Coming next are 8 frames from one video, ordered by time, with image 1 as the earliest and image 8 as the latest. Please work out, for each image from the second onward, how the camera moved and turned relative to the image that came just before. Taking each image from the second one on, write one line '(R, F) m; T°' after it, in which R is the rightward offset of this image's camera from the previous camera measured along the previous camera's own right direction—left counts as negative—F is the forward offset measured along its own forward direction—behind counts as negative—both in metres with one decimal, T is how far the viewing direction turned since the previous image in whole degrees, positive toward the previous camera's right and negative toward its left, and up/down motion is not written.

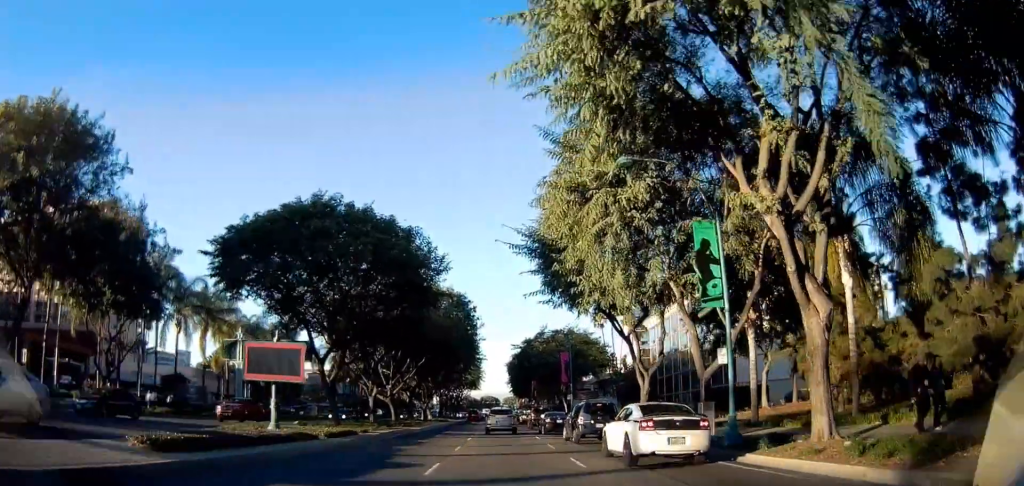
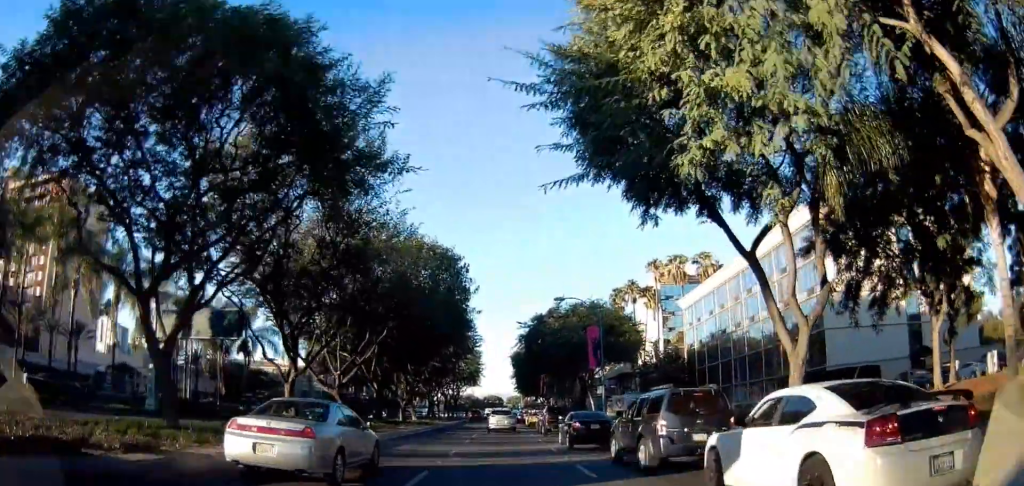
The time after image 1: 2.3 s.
(-1.2, +16.5) m; -4°
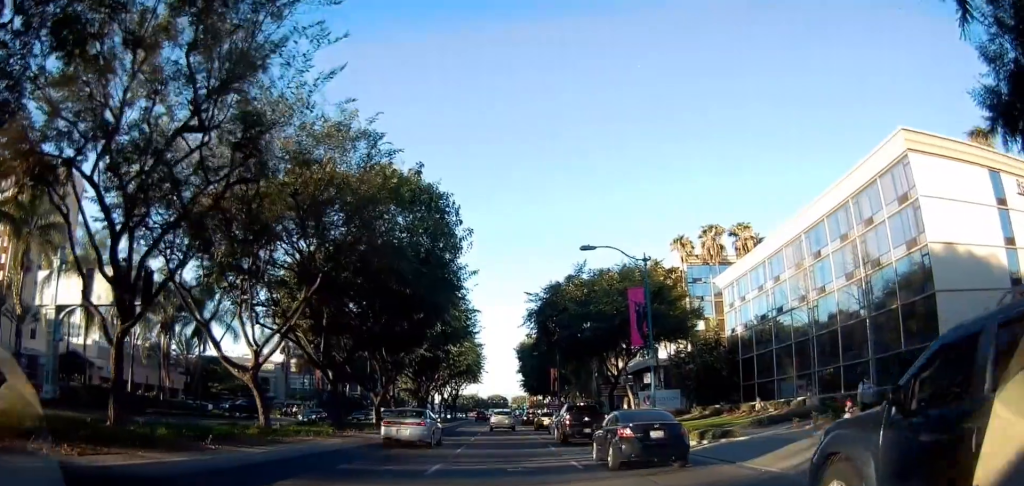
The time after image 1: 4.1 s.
(0.0, +12.6) m; 0°
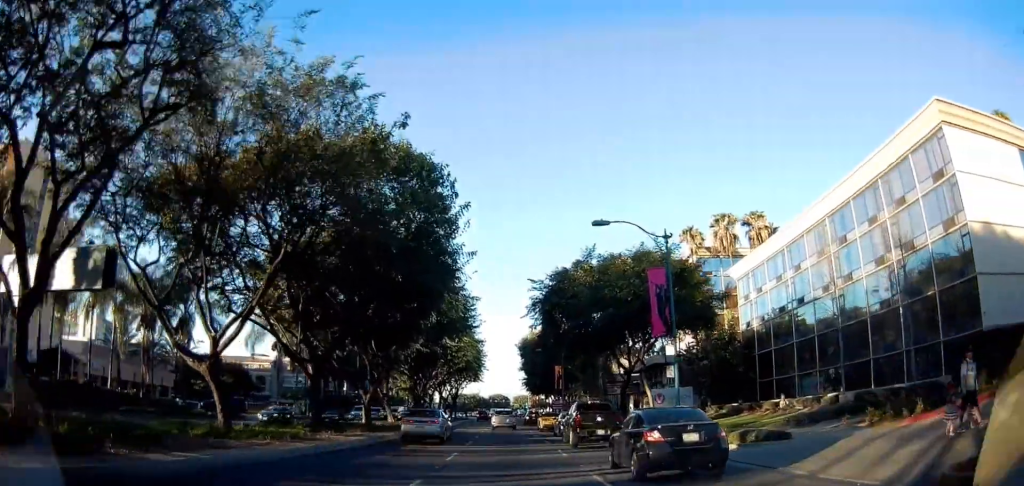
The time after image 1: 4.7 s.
(0.0, +3.7) m; 0°
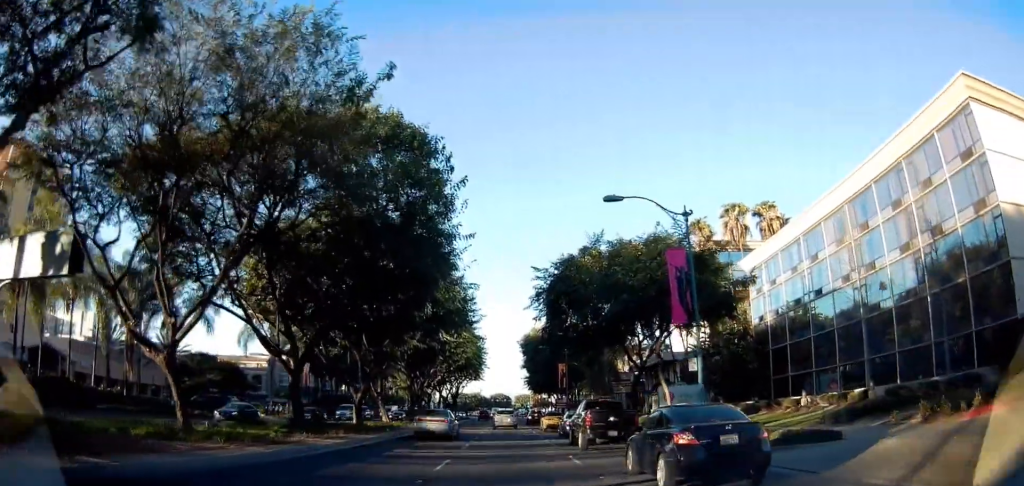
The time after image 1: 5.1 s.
(0.0, +2.7) m; -2°
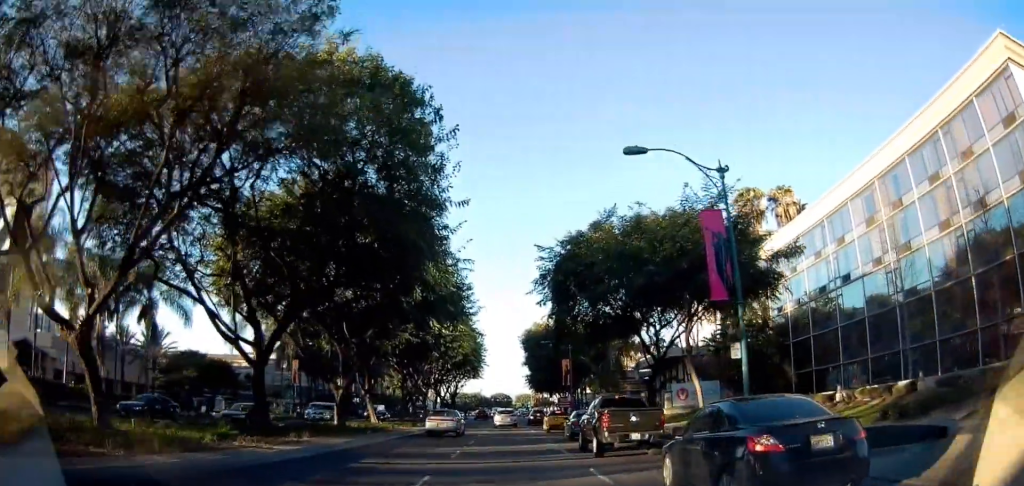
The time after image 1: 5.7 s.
(+0.1, +4.1) m; -3°
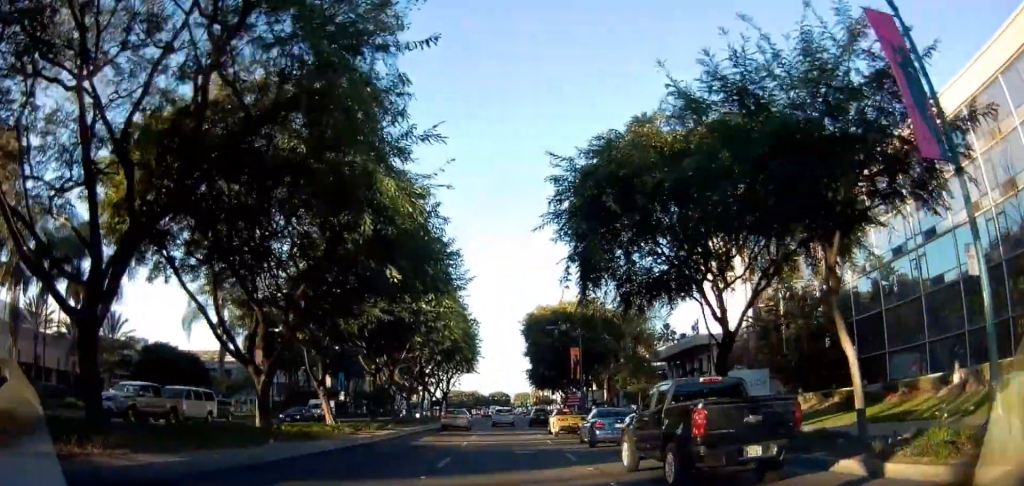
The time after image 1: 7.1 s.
(-0.4, +9.8) m; +2°
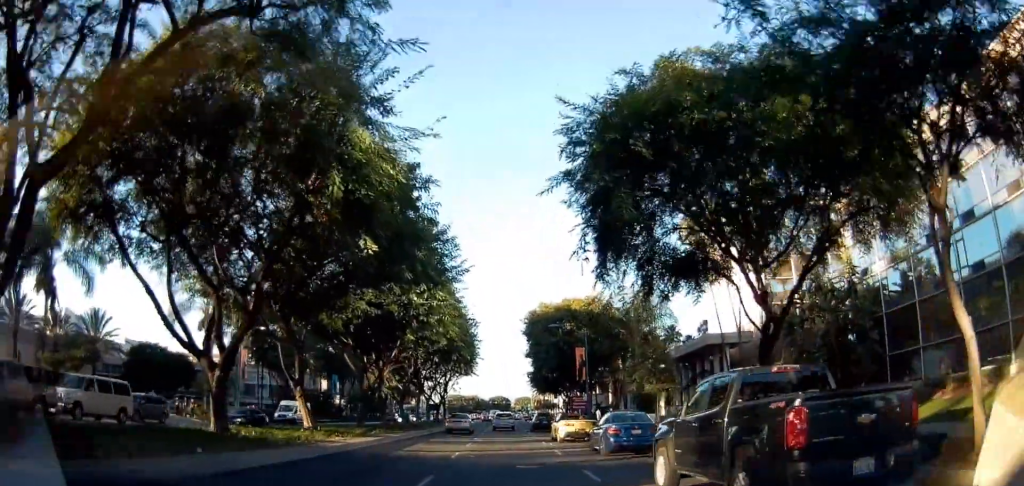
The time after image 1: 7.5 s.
(+0.2, +3.5) m; +3°
